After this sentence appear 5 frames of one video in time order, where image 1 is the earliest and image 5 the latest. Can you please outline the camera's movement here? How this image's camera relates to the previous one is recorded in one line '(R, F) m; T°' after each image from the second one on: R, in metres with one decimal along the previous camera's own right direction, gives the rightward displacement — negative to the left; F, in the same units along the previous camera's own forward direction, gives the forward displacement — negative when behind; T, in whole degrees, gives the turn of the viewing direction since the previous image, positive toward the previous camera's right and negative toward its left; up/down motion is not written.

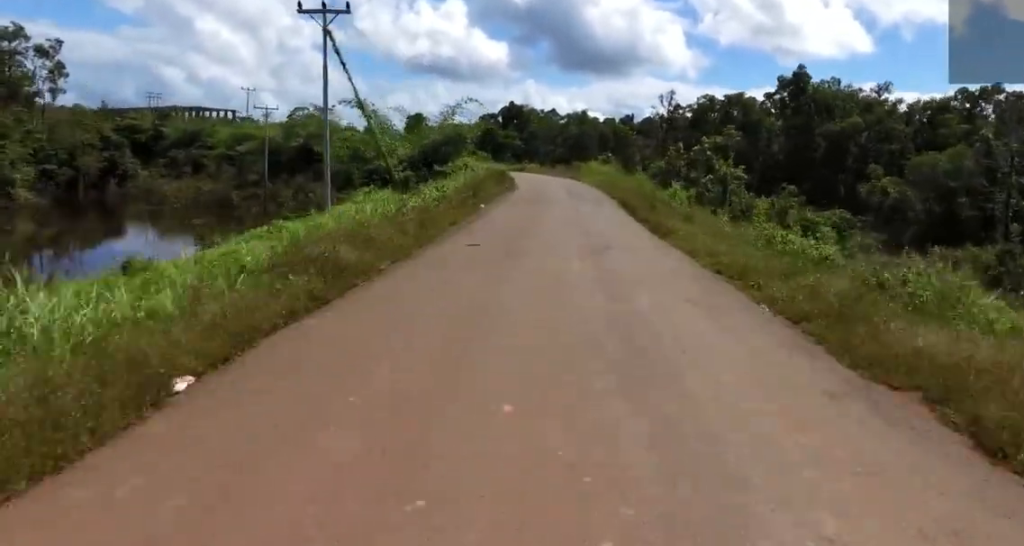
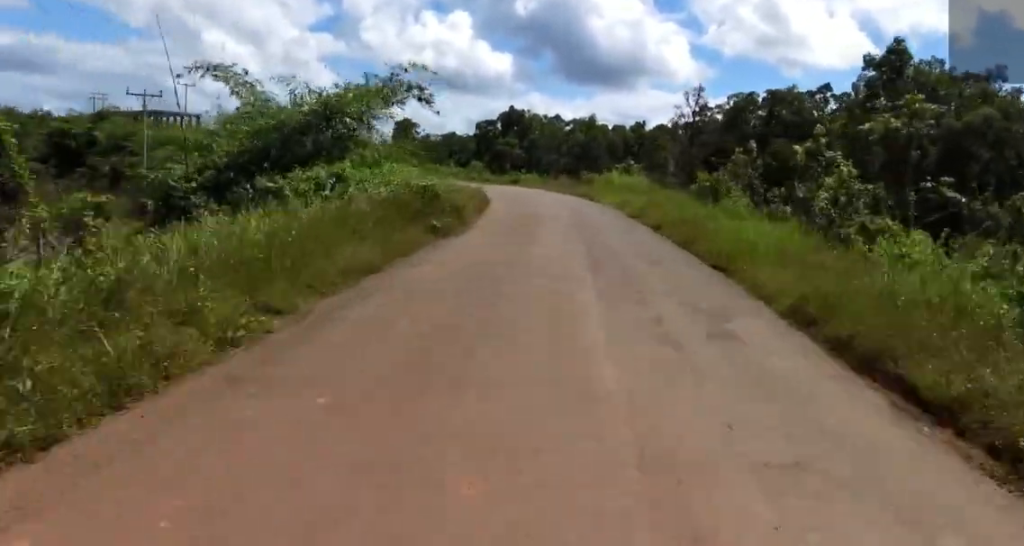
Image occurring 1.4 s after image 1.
(+0.4, +16.8) m; -26°
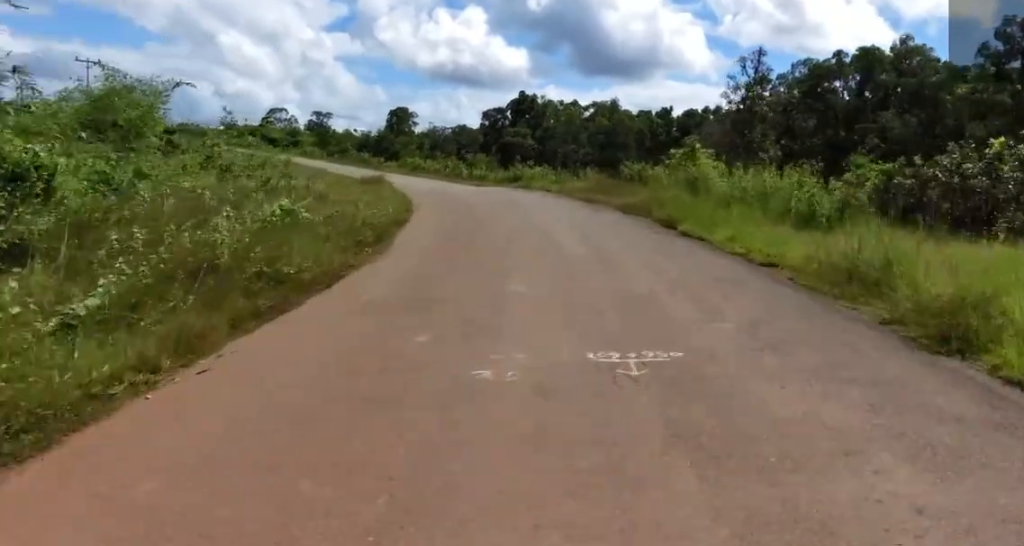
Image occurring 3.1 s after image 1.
(-6.4, +22.5) m; 0°
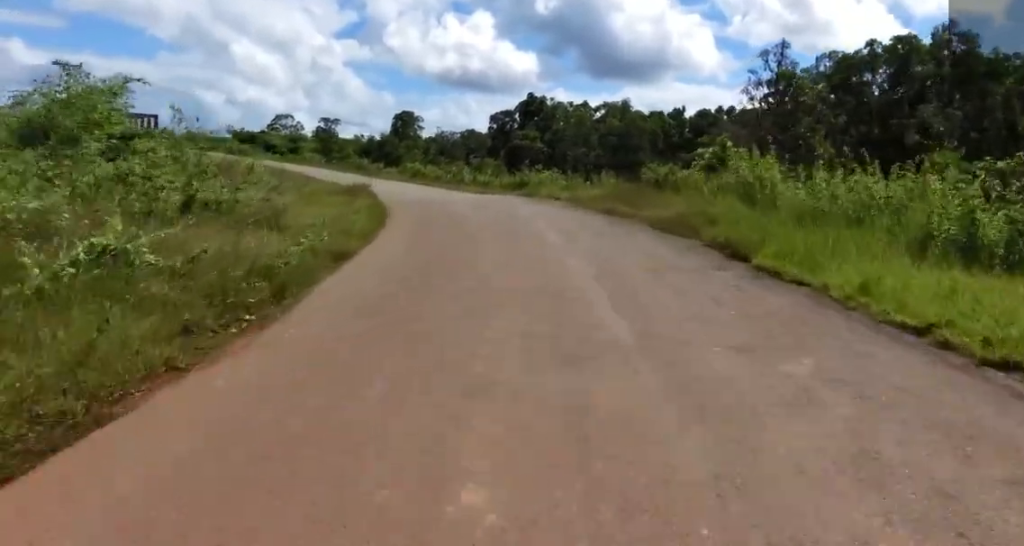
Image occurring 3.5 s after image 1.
(+0.6, +4.5) m; +3°
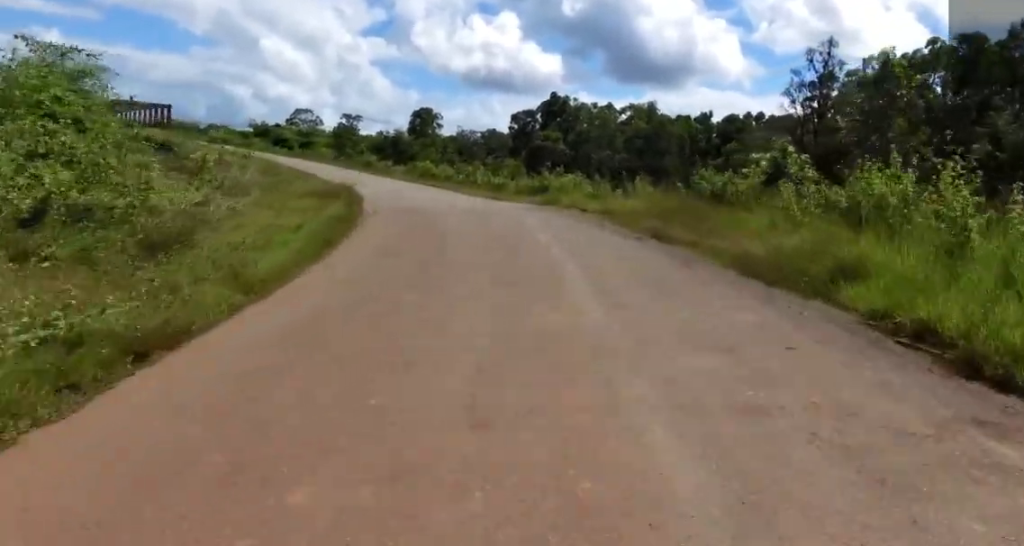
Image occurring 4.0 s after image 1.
(+0.9, +5.0) m; +2°
